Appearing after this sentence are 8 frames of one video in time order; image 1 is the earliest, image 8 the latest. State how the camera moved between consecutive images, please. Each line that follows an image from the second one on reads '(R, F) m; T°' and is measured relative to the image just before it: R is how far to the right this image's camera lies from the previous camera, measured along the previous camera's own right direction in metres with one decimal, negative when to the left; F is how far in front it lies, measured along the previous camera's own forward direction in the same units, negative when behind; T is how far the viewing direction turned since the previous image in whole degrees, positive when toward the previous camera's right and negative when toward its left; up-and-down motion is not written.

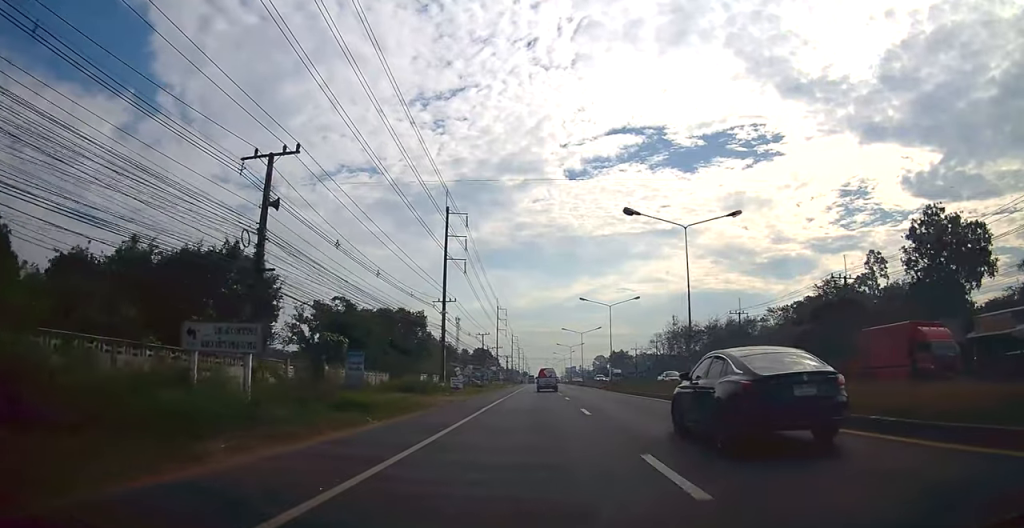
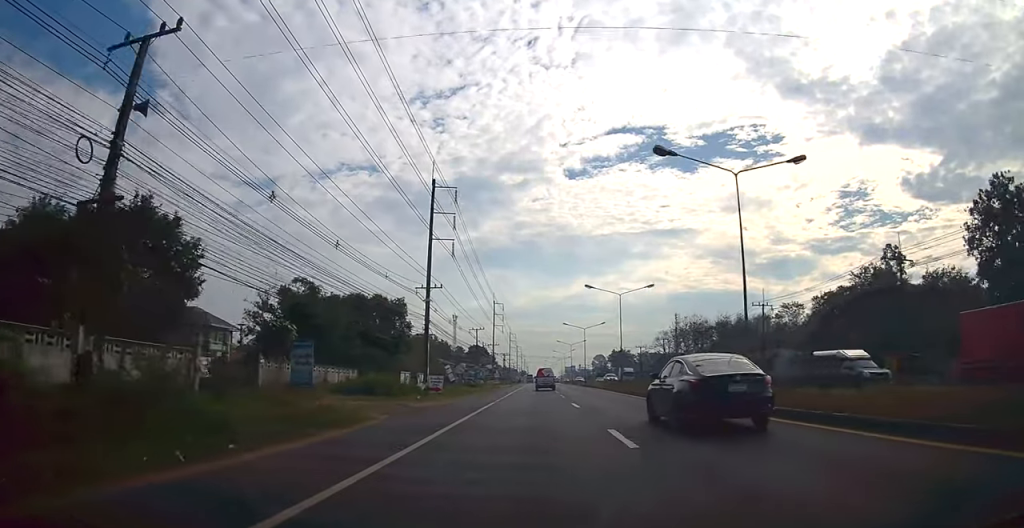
(0.0, +7.9) m; 0°
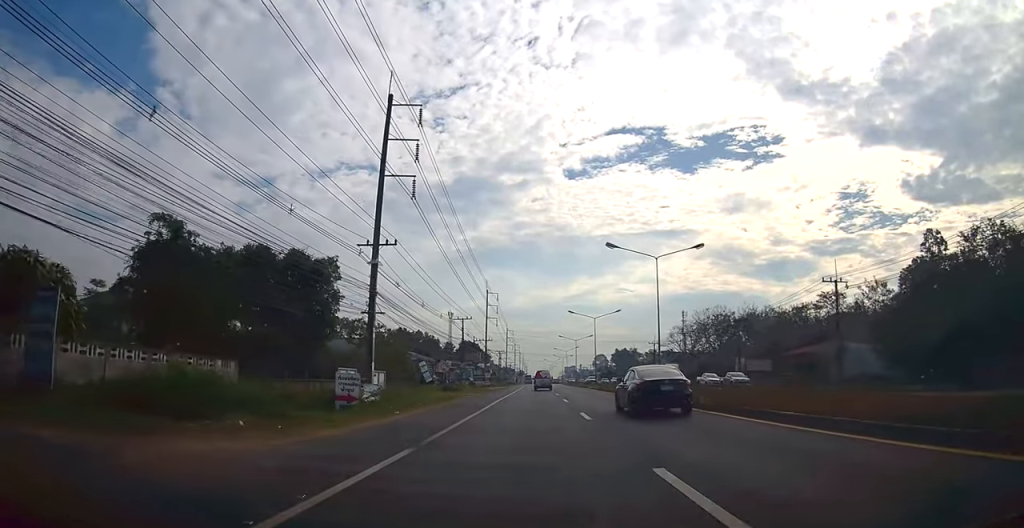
(+0.2, +16.2) m; +1°
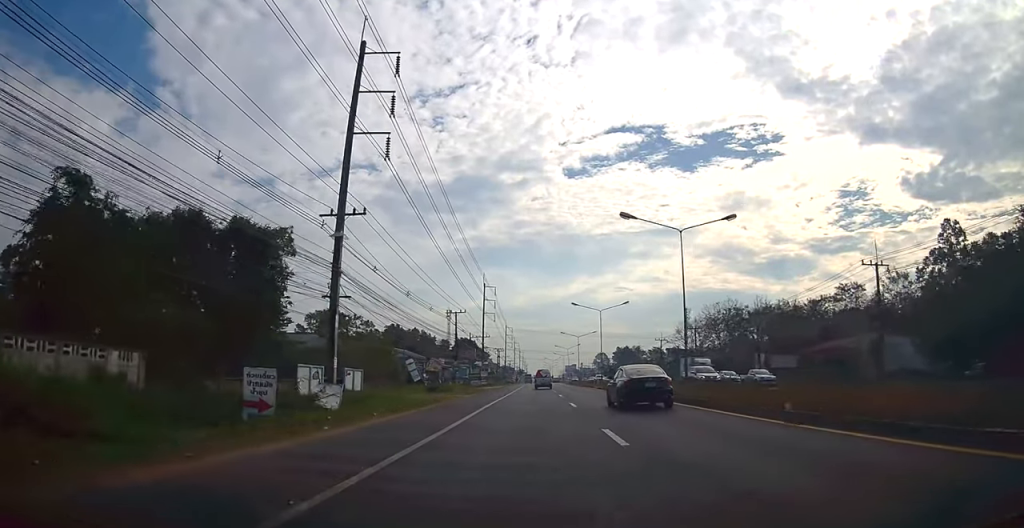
(0.0, +6.2) m; 0°
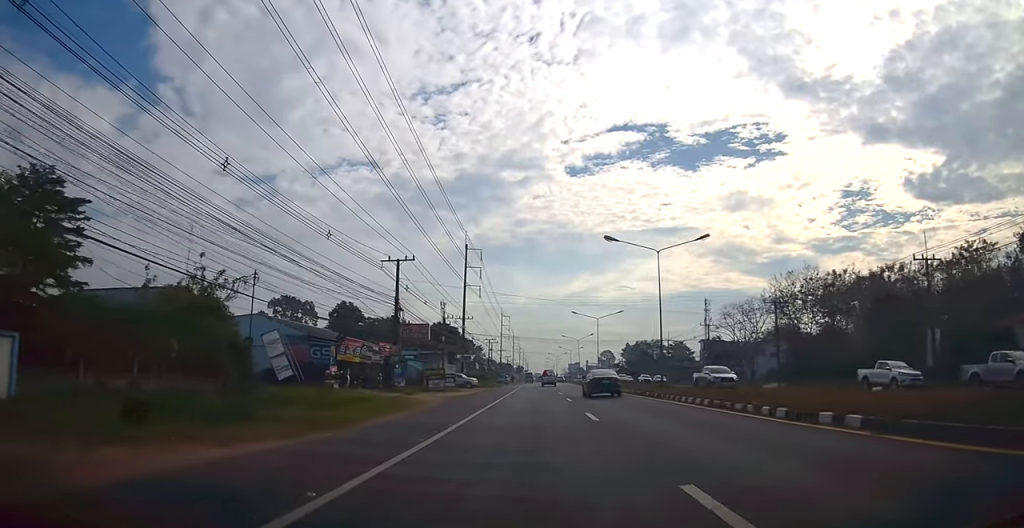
(+0.1, +28.9) m; +1°
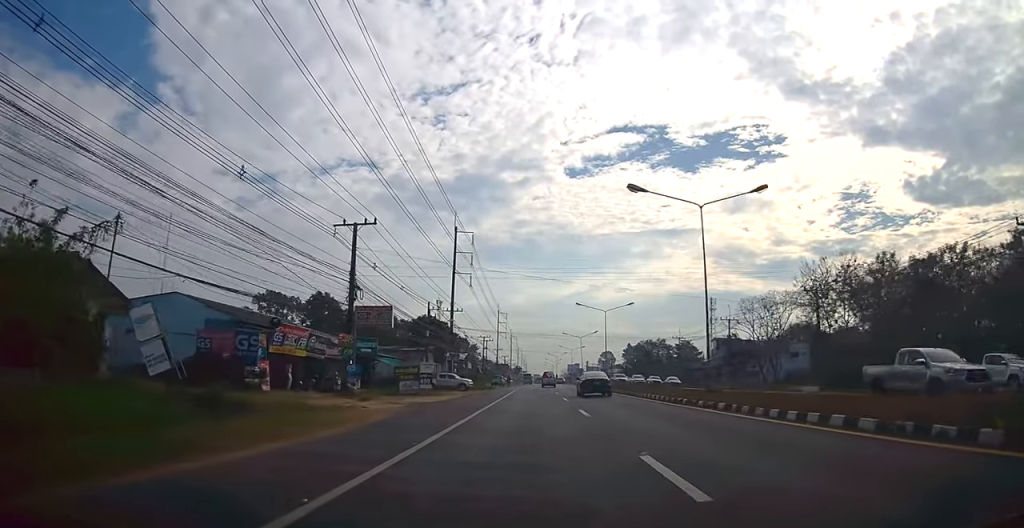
(+0.1, +9.2) m; +1°
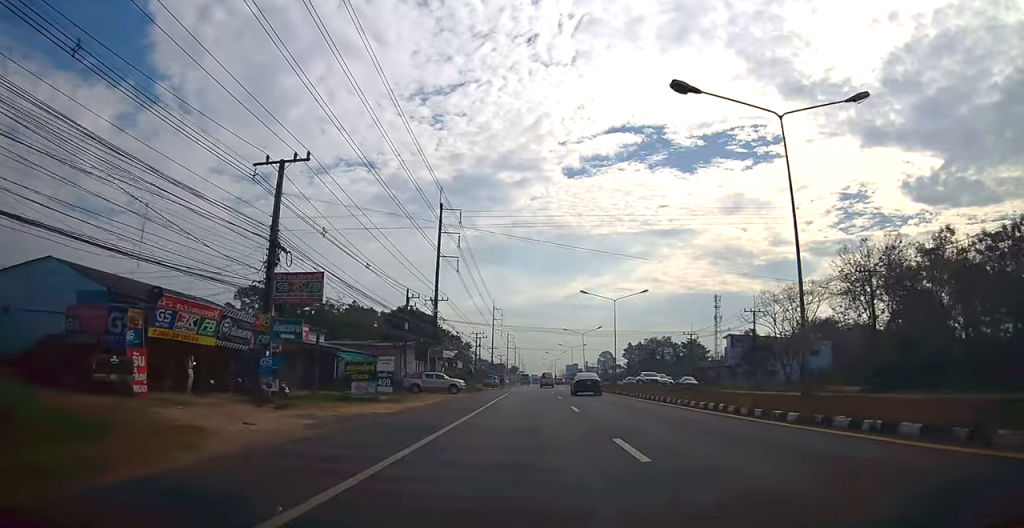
(0.0, +8.9) m; 0°
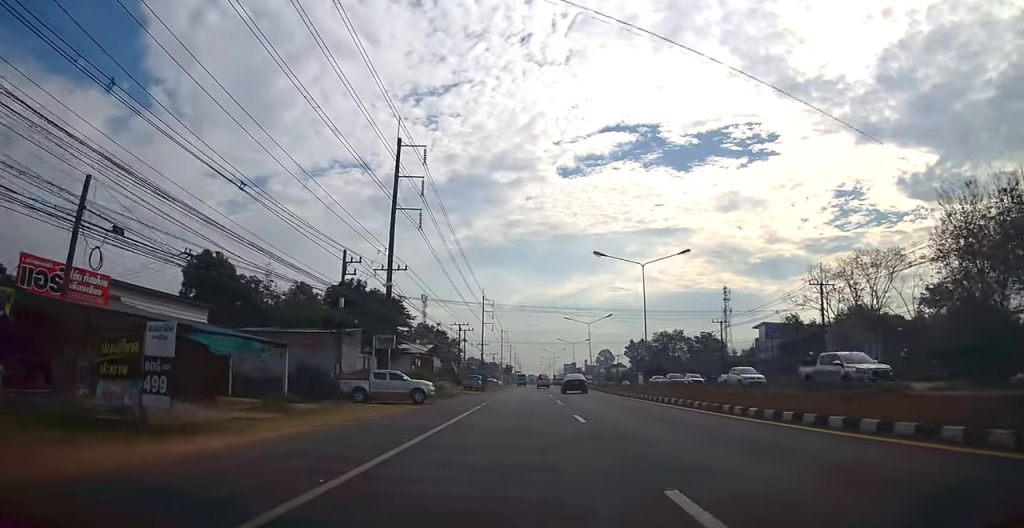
(0.0, +16.0) m; 0°
